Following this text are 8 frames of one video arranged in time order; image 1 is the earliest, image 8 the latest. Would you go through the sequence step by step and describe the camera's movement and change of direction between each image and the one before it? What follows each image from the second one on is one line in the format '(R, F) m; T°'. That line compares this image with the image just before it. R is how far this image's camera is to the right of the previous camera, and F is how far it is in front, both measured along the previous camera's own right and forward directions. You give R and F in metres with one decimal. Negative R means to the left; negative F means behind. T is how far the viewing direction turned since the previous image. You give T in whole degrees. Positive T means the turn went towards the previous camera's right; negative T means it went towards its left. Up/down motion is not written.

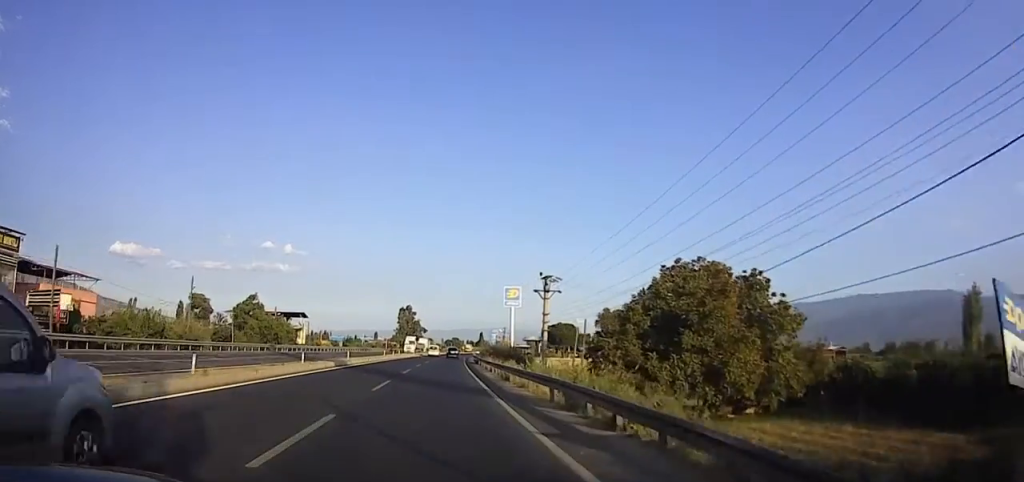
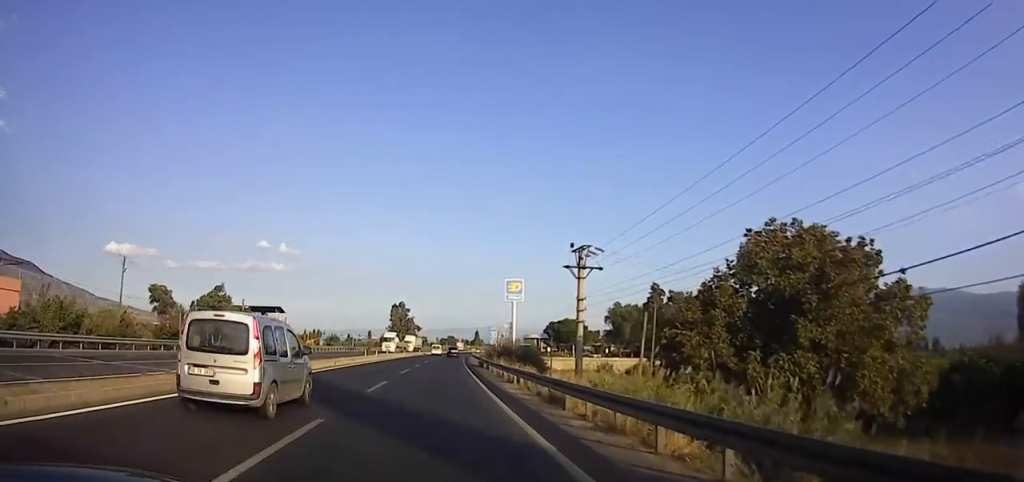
(+1.2, +11.4) m; +2°
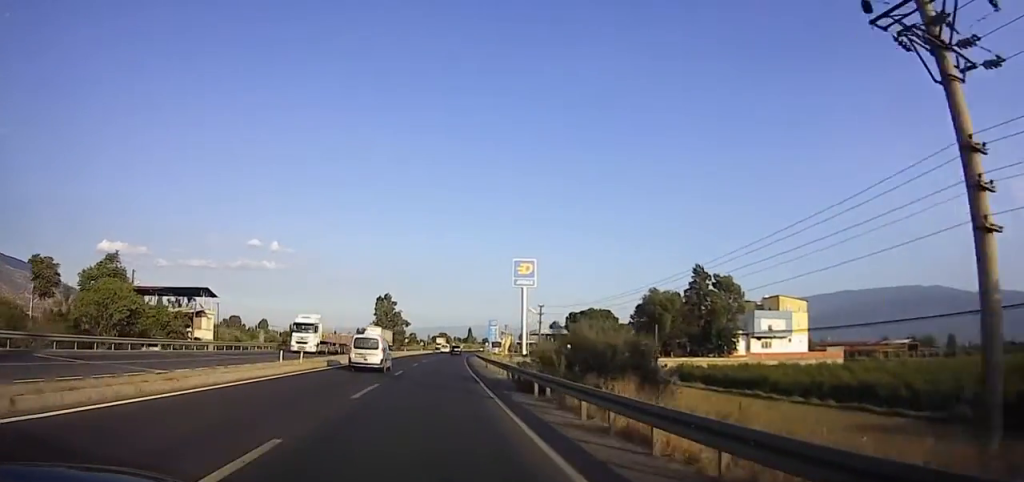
(-0.8, +28.9) m; -1°
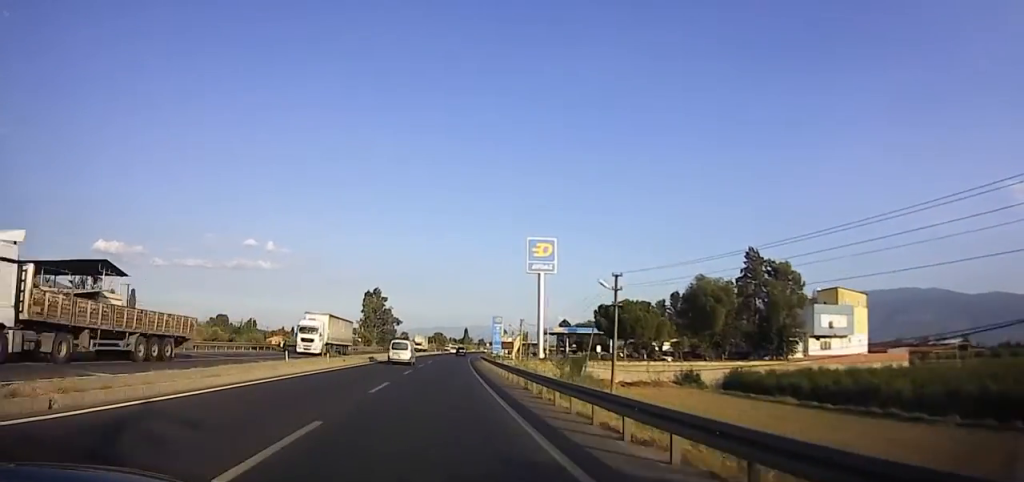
(+0.5, +21.6) m; +2°
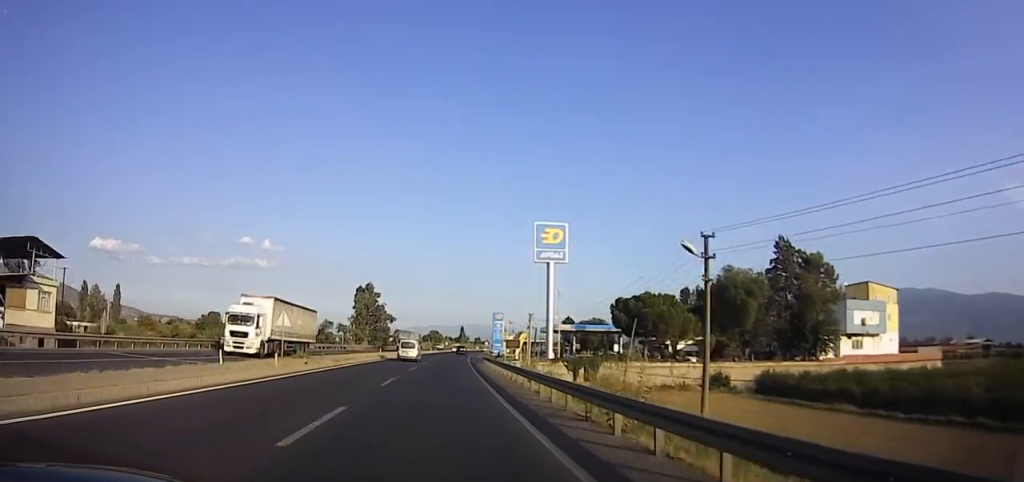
(+0.1, +9.9) m; +1°
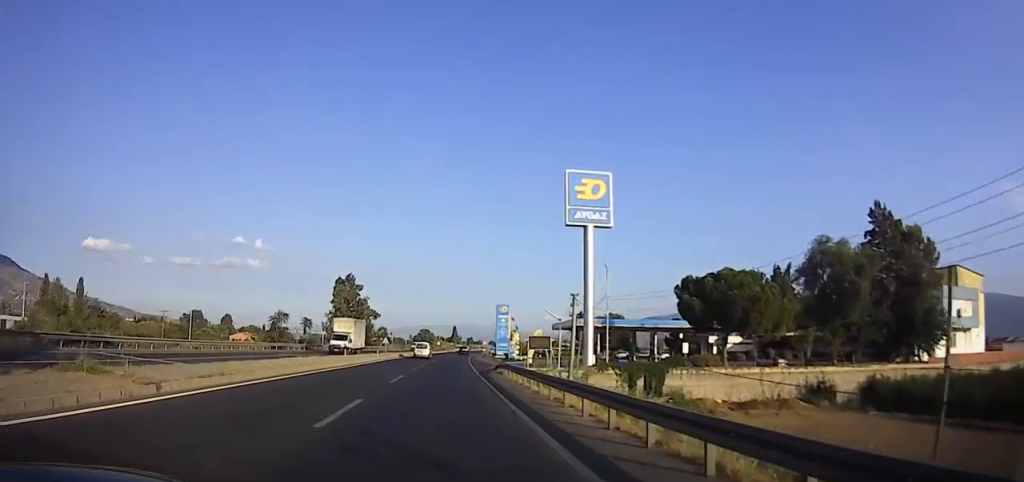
(+0.2, +22.0) m; 0°
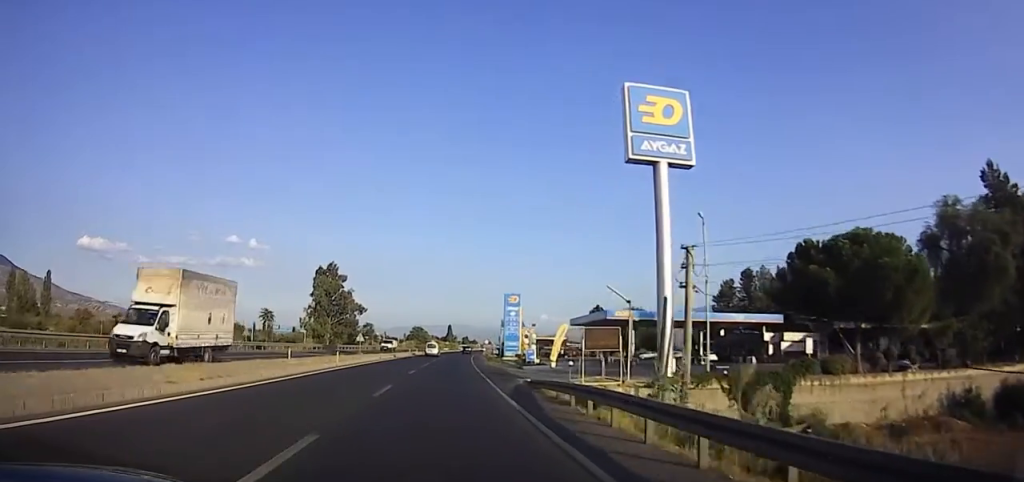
(-0.1, +17.7) m; -1°
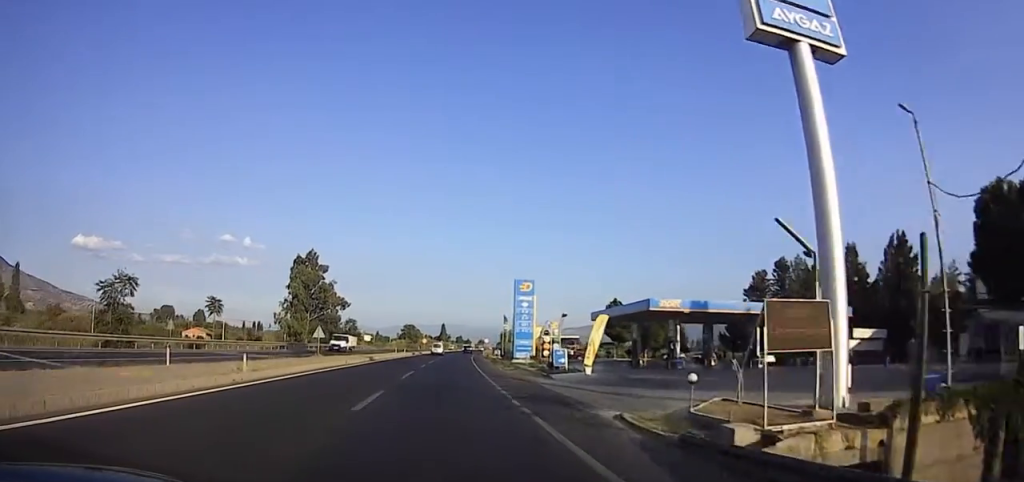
(-0.1, +14.9) m; 0°
